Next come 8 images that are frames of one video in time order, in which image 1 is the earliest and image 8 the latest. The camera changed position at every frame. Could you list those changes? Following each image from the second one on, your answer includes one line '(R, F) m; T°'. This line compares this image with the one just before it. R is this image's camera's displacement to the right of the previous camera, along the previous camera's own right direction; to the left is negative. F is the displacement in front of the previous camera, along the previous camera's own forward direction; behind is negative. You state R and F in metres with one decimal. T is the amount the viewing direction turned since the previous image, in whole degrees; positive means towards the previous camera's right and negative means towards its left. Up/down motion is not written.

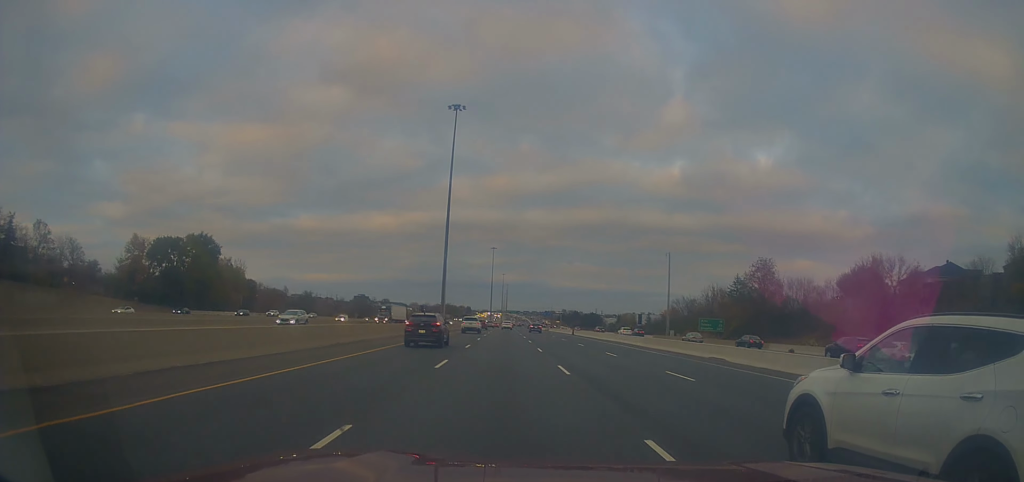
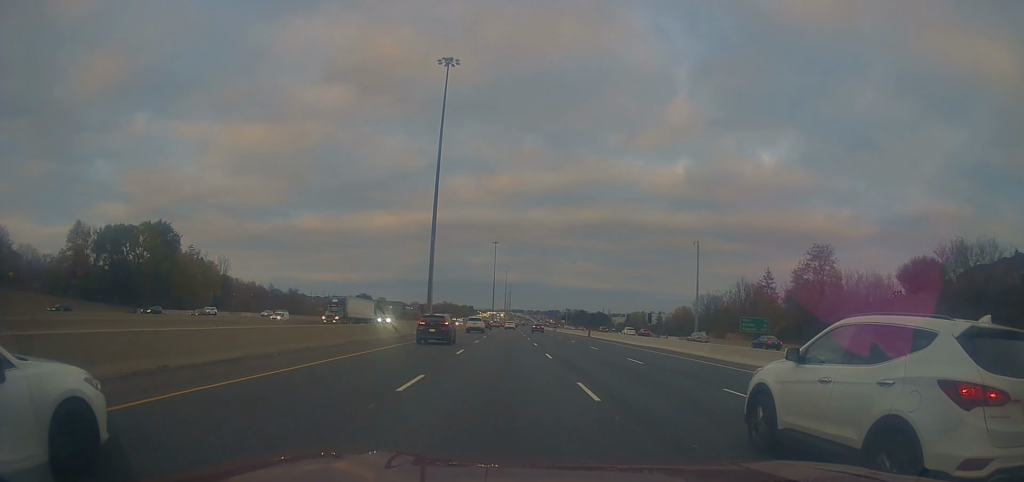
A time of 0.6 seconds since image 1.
(-0.2, +17.7) m; 0°
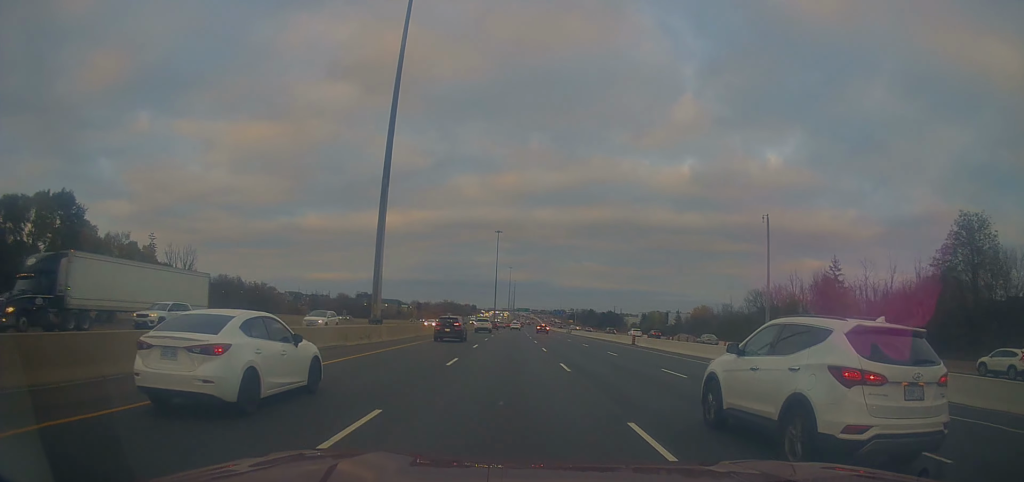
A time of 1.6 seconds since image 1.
(-0.1, +29.5) m; 0°
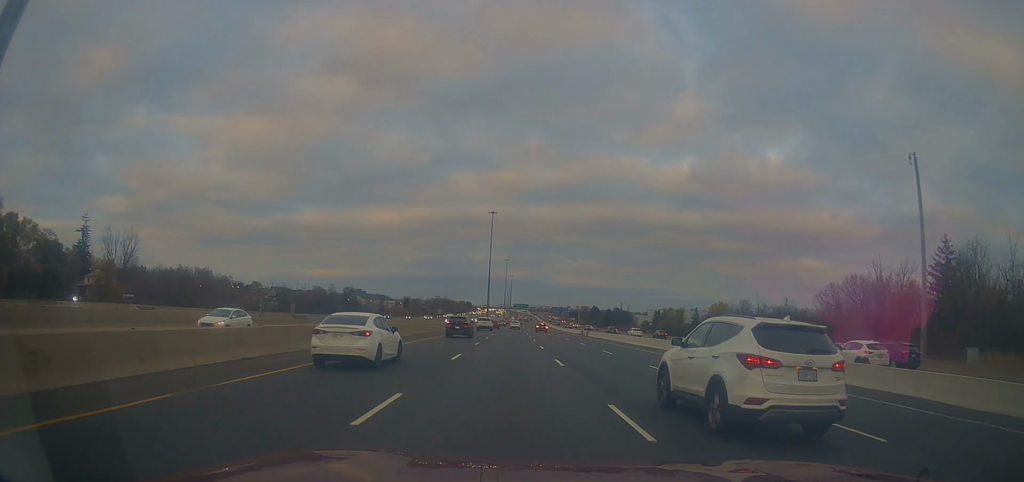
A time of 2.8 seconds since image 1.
(0.0, +34.5) m; 0°
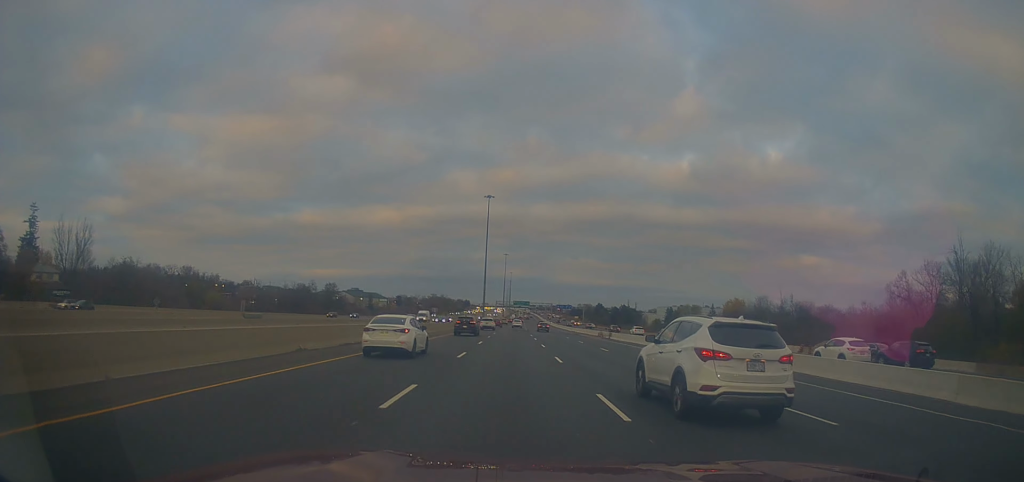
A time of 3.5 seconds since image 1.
(+0.1, +22.7) m; 0°
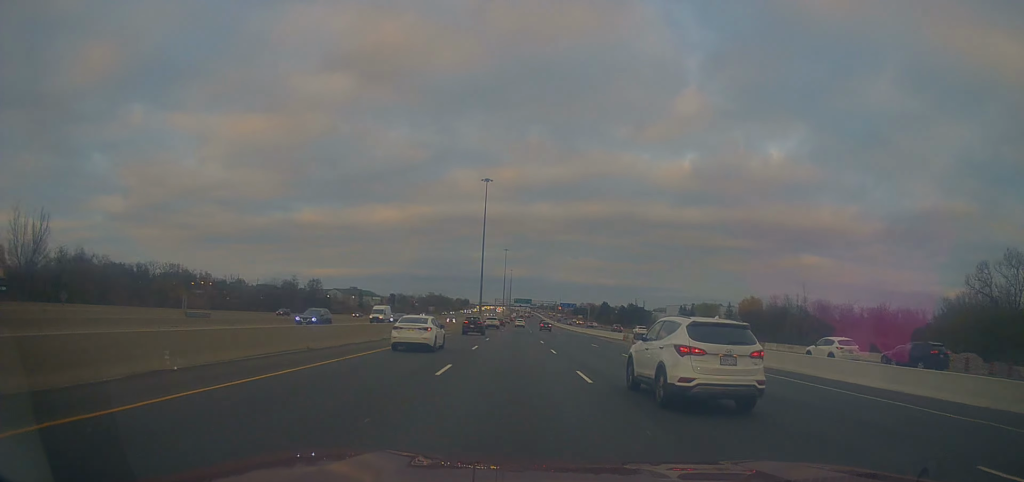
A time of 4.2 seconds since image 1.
(+0.2, +18.8) m; 0°
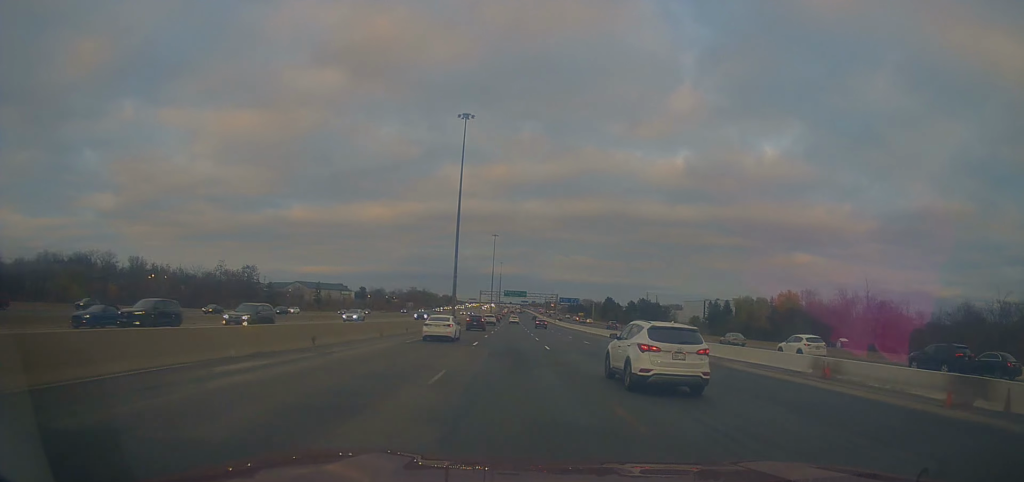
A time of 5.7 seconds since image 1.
(-0.1, +45.8) m; 0°
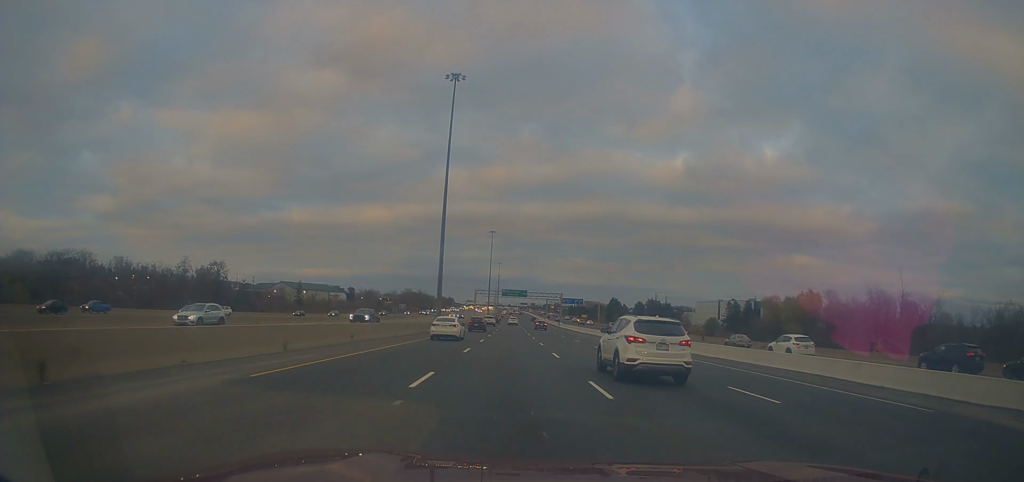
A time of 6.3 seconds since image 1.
(+0.1, +17.9) m; 0°
